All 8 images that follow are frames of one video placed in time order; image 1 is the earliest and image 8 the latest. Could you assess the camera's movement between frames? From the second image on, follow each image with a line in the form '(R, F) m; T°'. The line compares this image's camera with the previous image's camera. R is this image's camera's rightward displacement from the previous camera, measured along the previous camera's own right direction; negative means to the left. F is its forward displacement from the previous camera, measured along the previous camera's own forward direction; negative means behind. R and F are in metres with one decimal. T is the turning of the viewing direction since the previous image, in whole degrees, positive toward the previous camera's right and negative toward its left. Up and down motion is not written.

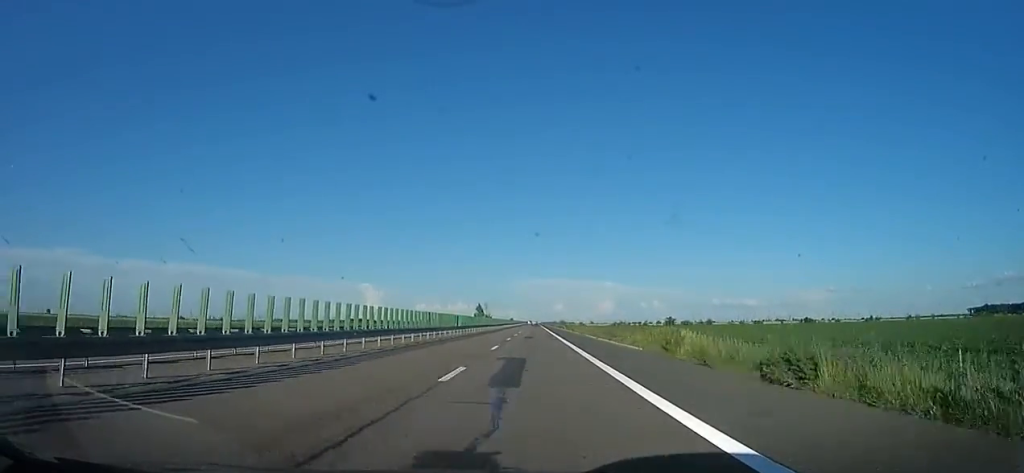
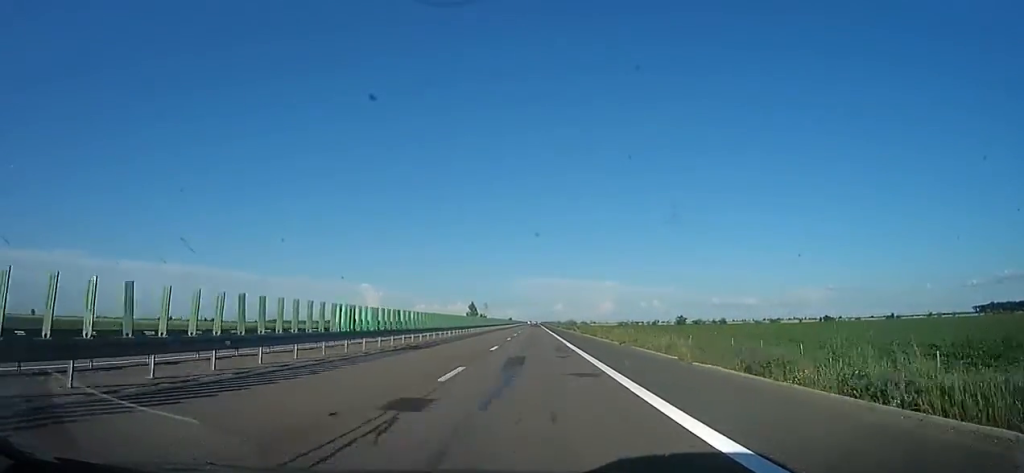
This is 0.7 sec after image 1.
(0.0, +23.4) m; 0°
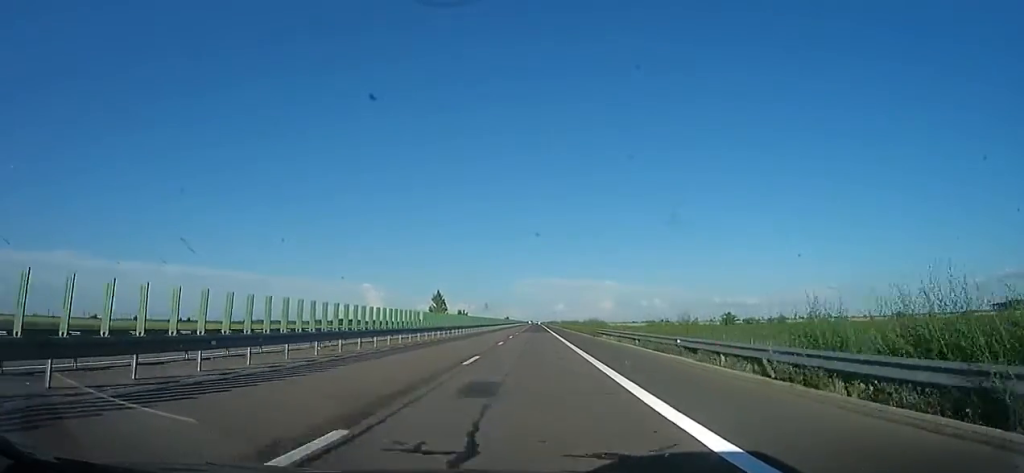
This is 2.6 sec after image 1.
(0.0, +66.6) m; 0°
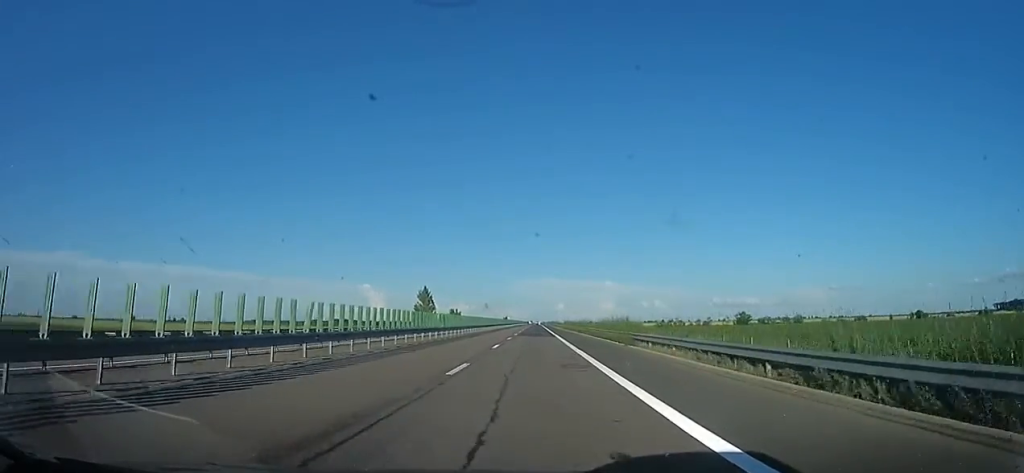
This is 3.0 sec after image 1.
(0.0, +15.3) m; 0°
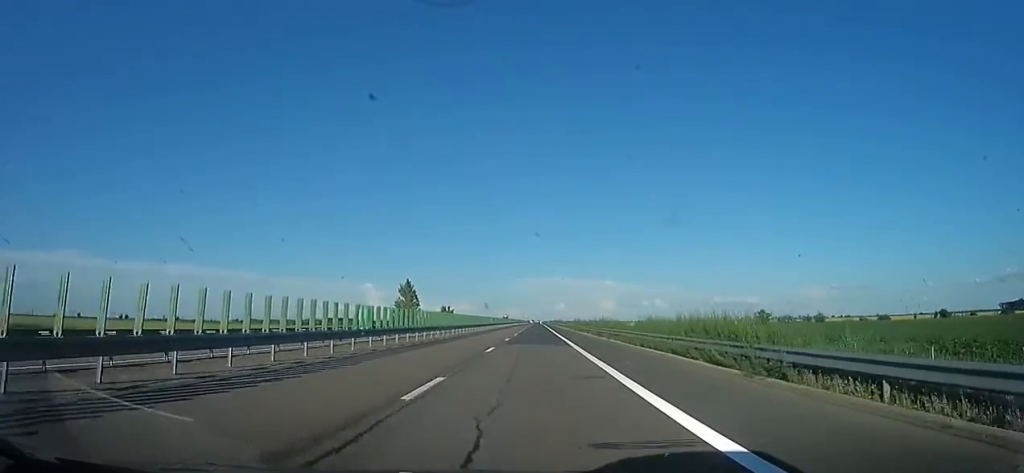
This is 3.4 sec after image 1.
(0.0, +16.6) m; 0°
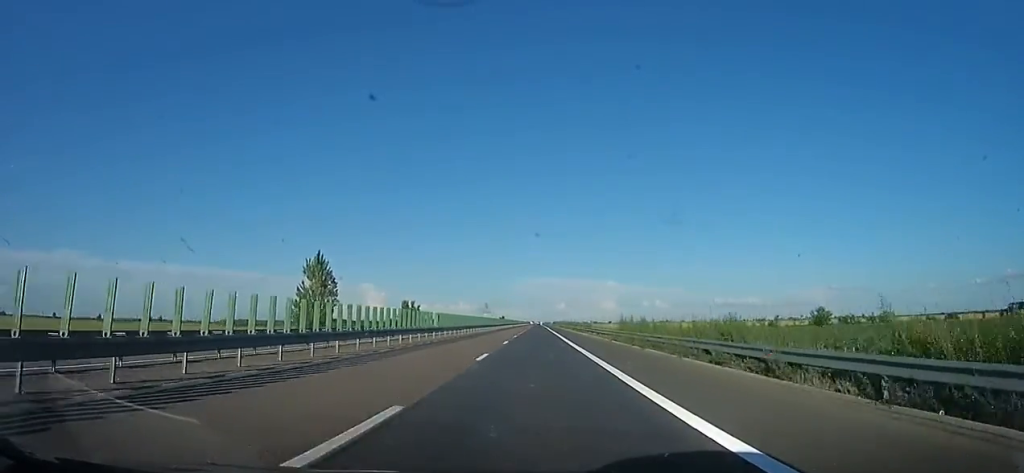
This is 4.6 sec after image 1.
(0.0, +41.3) m; 0°
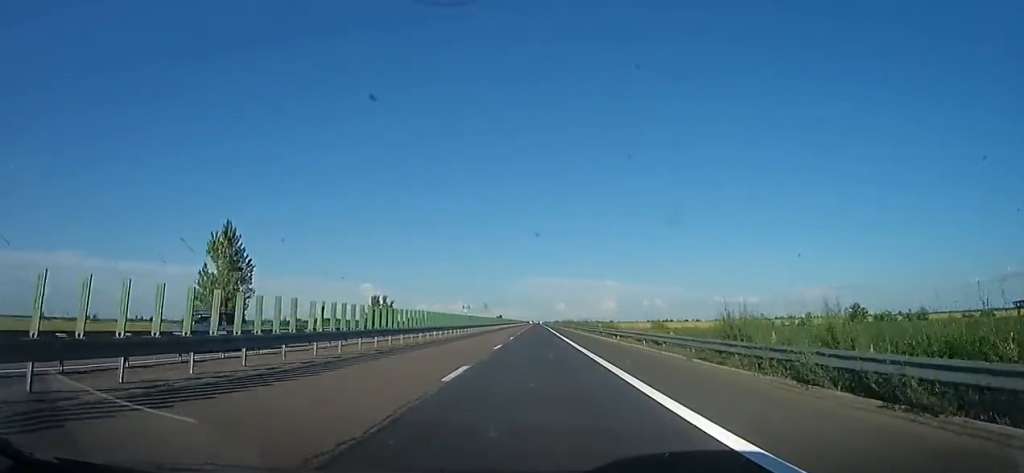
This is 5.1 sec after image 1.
(0.0, +18.0) m; 0°
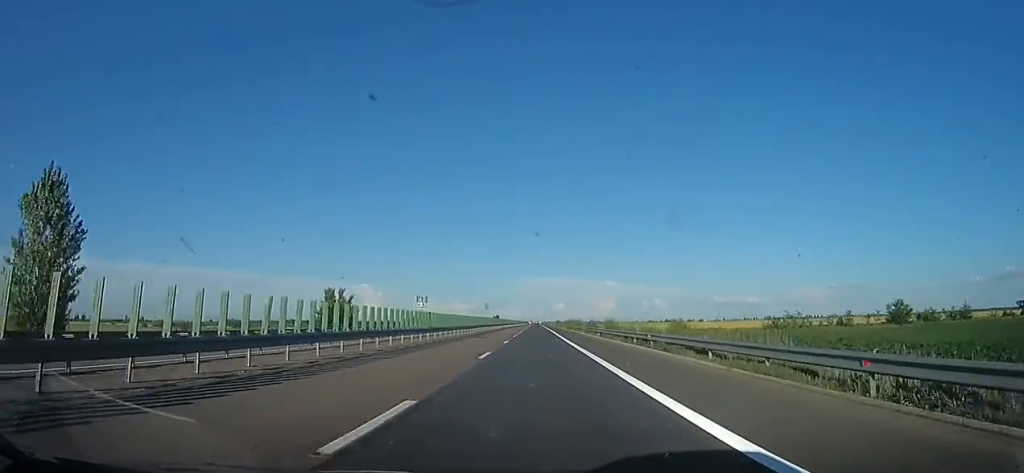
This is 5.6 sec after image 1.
(0.0, +18.0) m; 0°
